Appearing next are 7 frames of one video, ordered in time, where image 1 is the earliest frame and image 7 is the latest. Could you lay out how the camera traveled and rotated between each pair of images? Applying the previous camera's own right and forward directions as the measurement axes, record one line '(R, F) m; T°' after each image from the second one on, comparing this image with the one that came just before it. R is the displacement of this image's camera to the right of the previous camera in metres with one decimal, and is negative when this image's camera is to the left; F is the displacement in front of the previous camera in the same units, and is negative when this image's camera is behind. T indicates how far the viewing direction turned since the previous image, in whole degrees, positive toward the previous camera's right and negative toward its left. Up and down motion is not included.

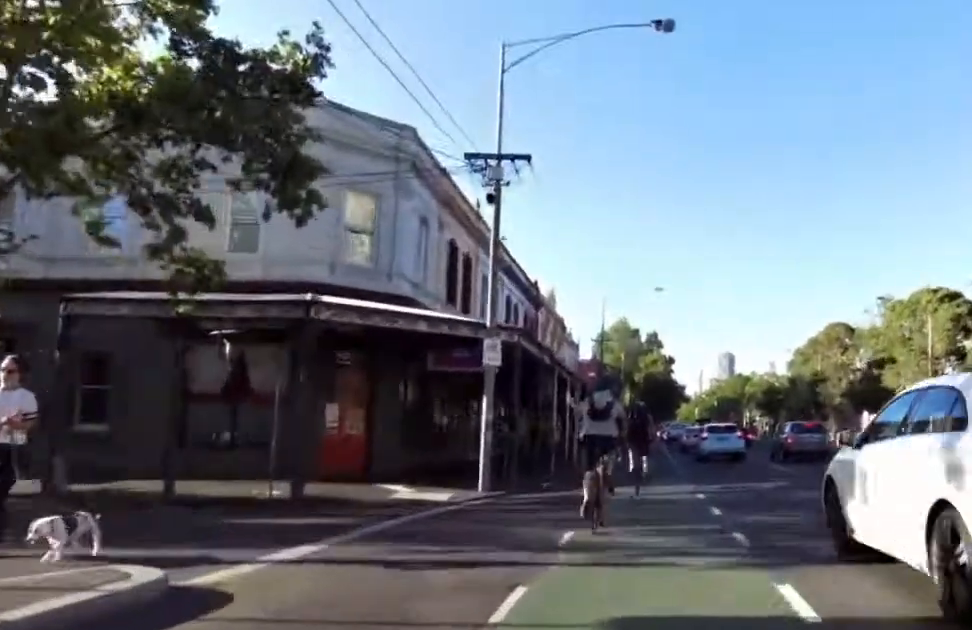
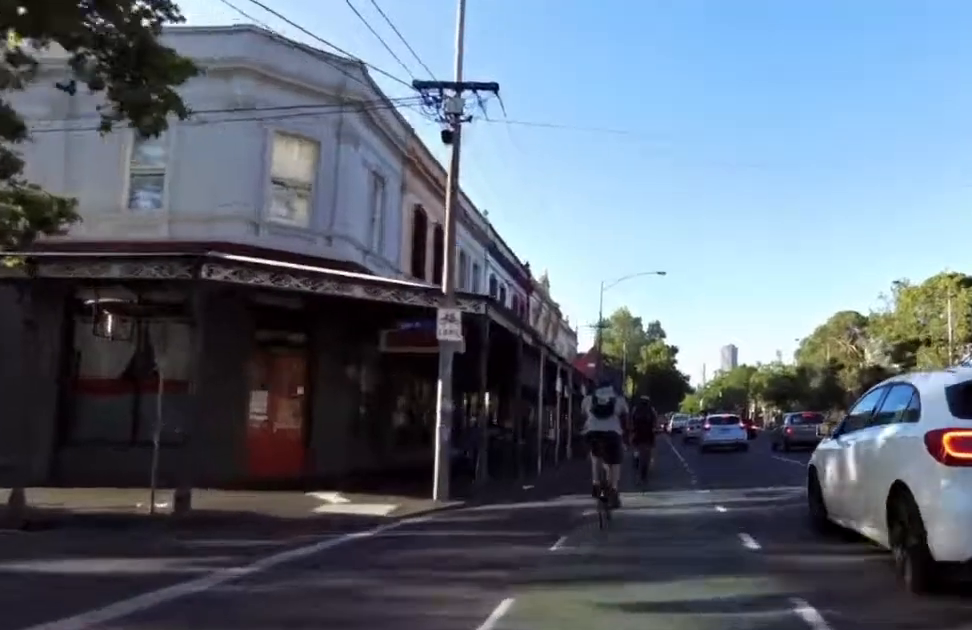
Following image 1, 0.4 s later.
(-0.5, +3.7) m; 0°
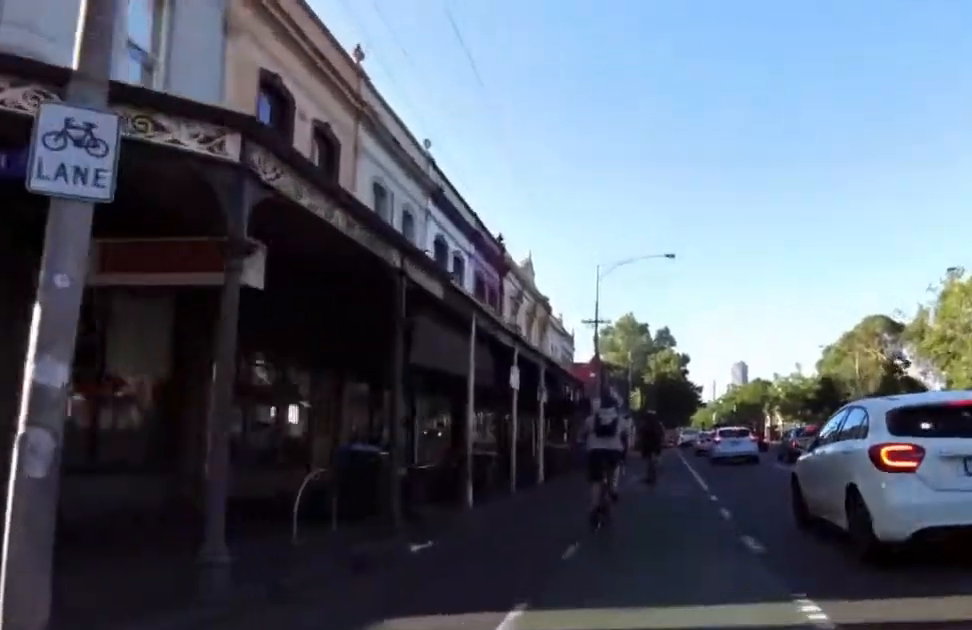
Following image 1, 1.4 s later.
(+0.6, +9.0) m; 0°
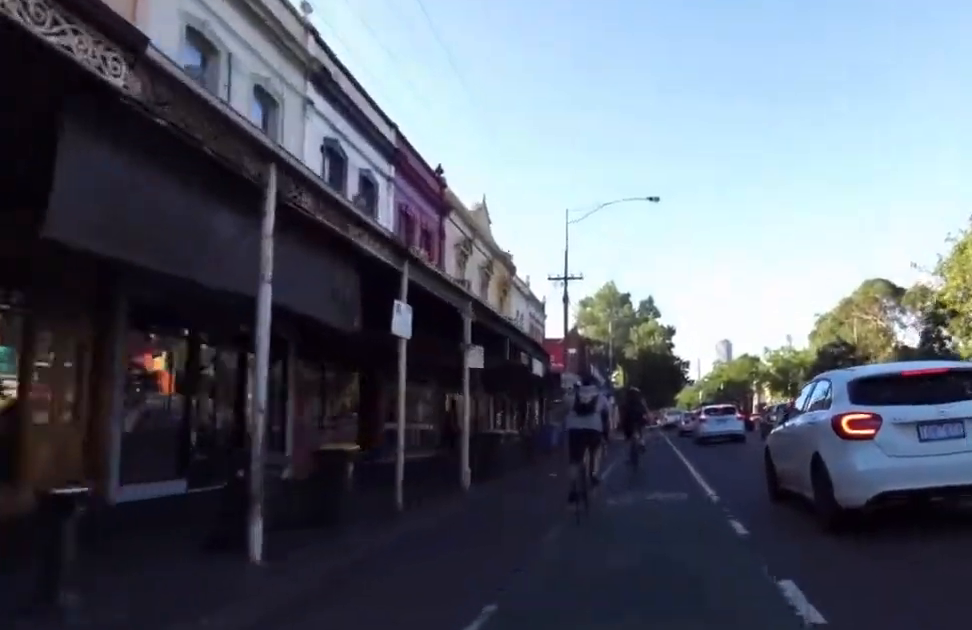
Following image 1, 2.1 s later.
(-0.2, +6.5) m; 0°
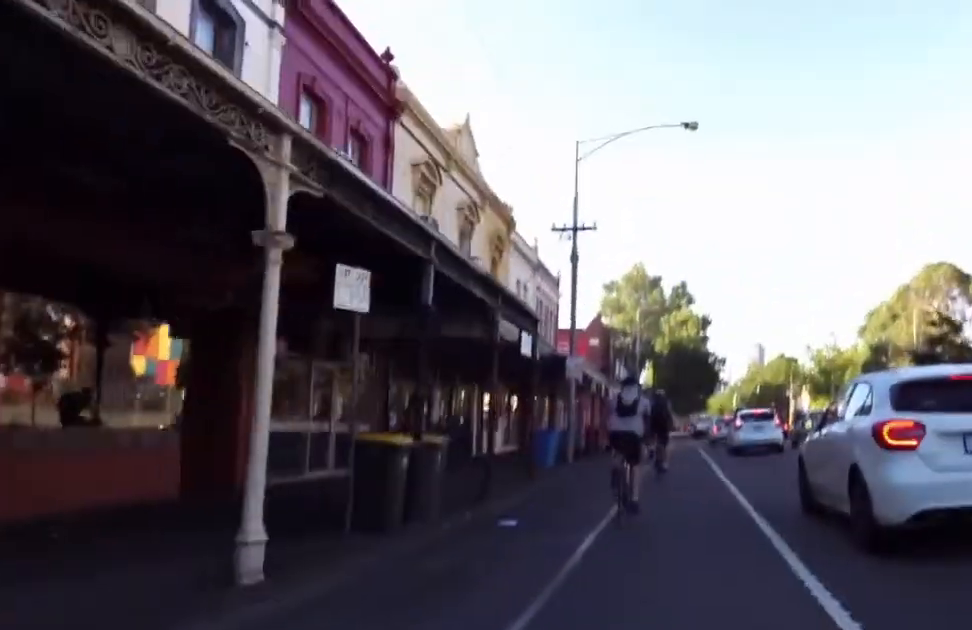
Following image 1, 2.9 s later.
(-0.3, +7.9) m; 0°
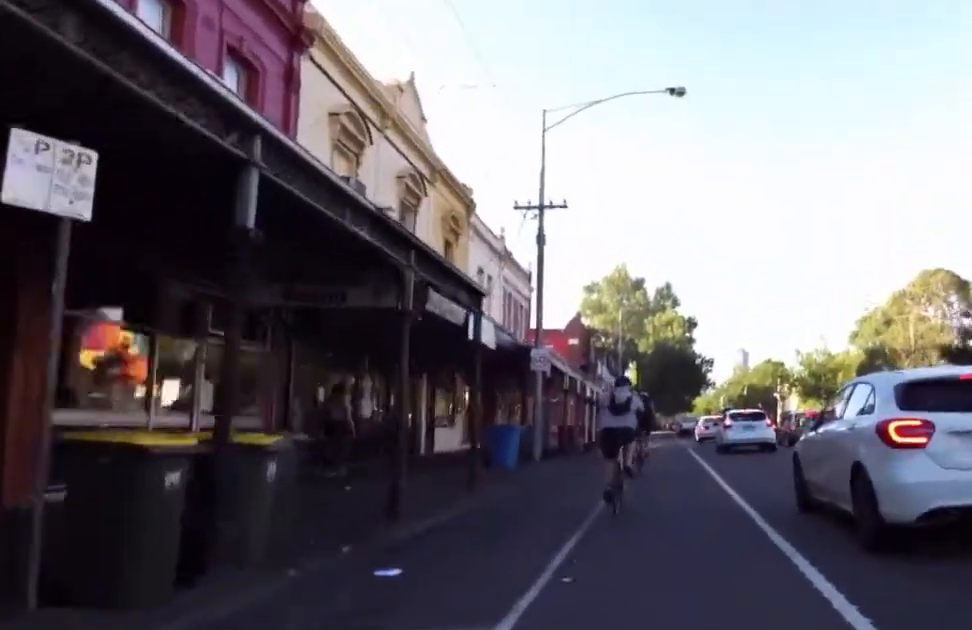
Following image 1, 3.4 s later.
(+0.5, +3.9) m; 0°
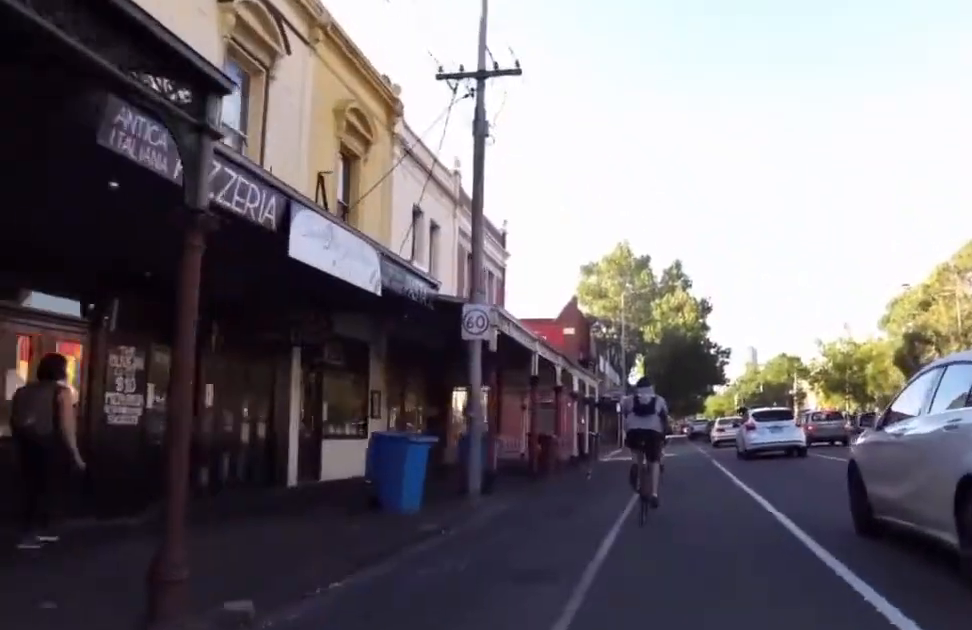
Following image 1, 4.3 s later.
(-0.4, +8.0) m; +1°
